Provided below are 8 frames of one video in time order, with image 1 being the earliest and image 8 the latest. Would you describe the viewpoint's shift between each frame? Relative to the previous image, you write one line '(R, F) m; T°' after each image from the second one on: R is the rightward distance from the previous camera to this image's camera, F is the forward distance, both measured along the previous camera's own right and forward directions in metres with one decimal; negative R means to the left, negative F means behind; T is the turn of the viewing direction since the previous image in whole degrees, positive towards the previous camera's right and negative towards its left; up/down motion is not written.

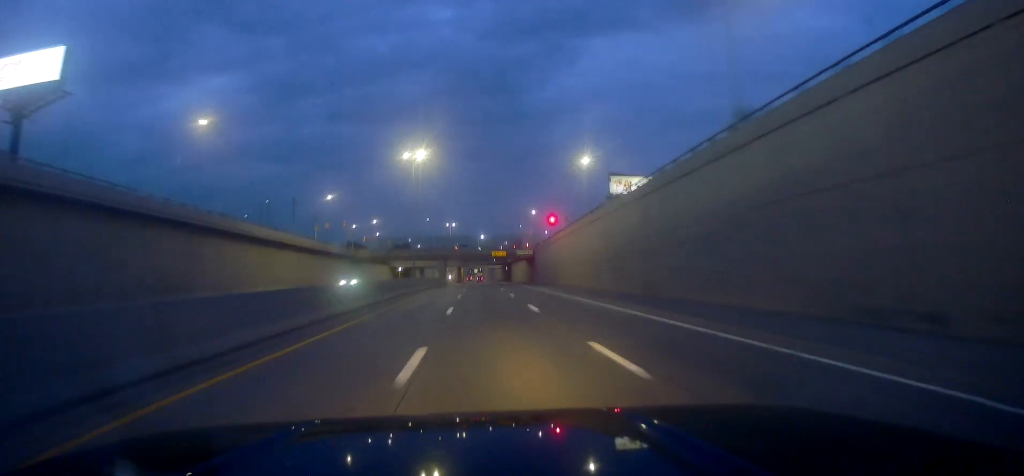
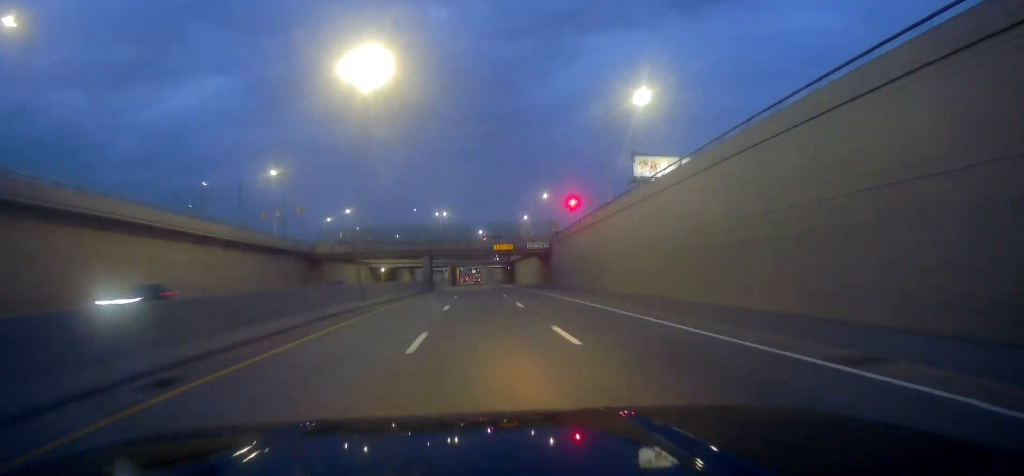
(+0.4, +26.0) m; 0°
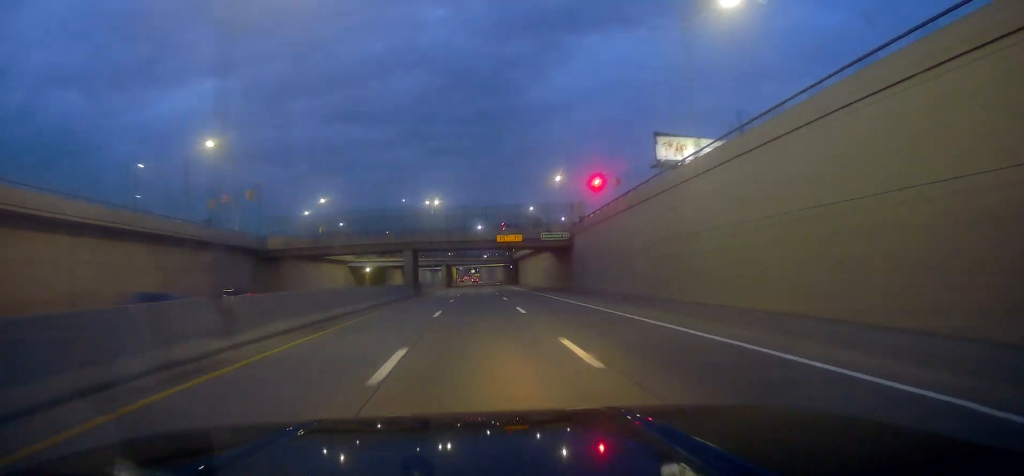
(-0.1, +17.9) m; +1°
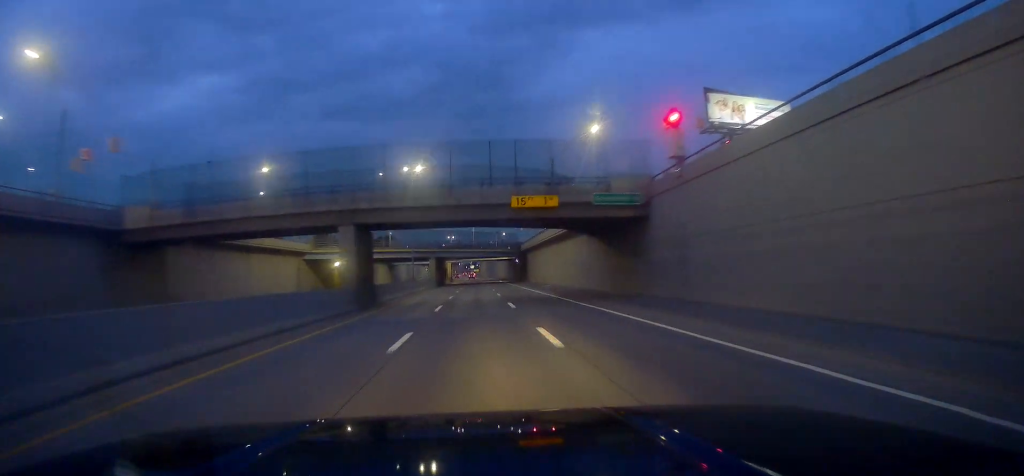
(+0.1, +26.4) m; +2°
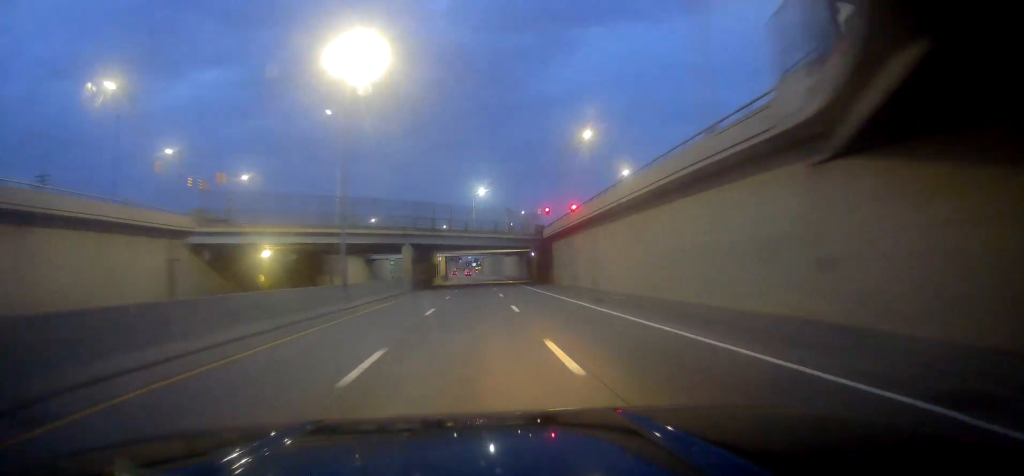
(+0.9, +34.0) m; 0°
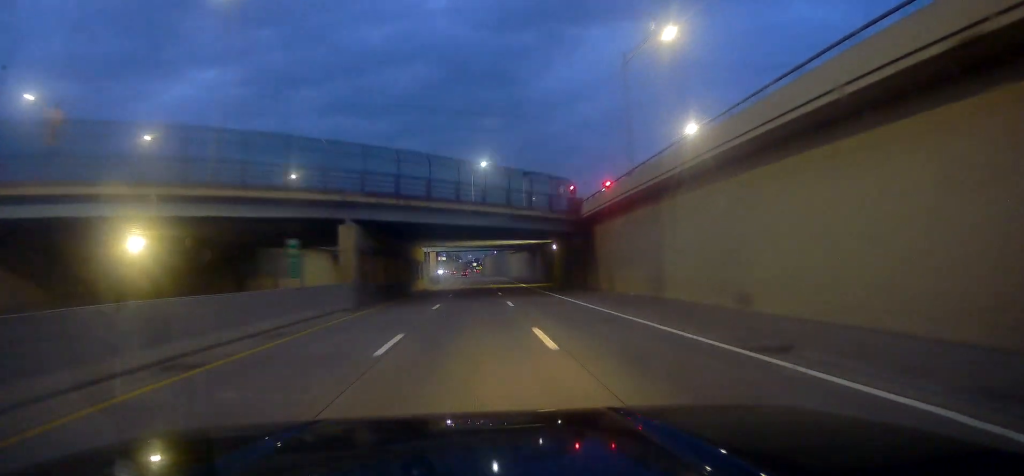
(-0.6, +26.6) m; -2°
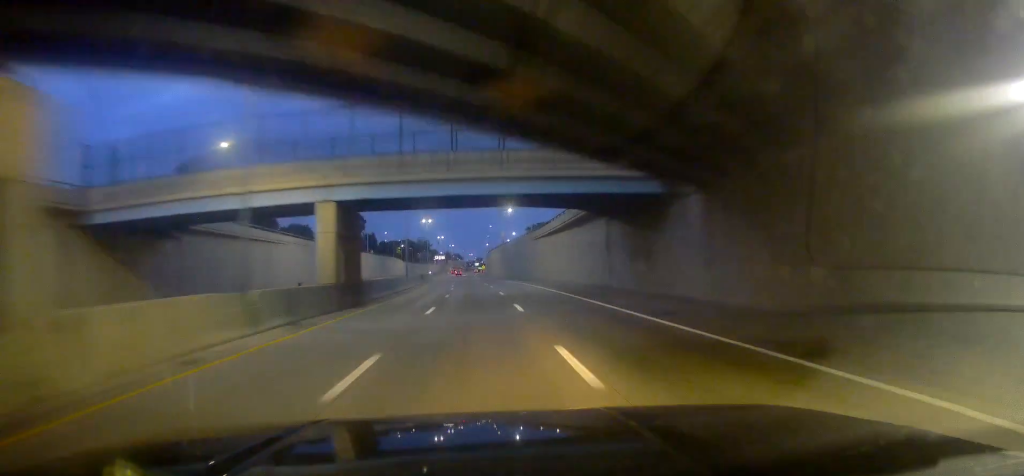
(+0.3, +66.4) m; +1°
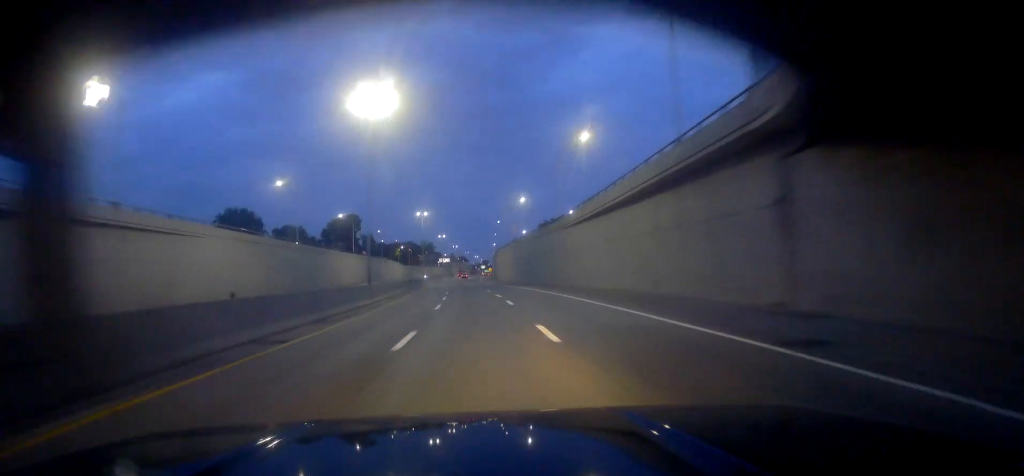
(-0.1, +24.5) m; 0°
